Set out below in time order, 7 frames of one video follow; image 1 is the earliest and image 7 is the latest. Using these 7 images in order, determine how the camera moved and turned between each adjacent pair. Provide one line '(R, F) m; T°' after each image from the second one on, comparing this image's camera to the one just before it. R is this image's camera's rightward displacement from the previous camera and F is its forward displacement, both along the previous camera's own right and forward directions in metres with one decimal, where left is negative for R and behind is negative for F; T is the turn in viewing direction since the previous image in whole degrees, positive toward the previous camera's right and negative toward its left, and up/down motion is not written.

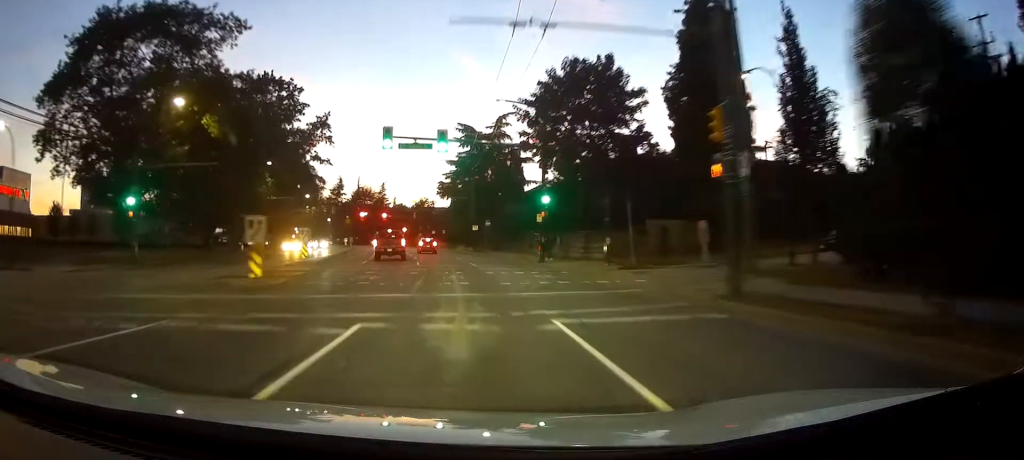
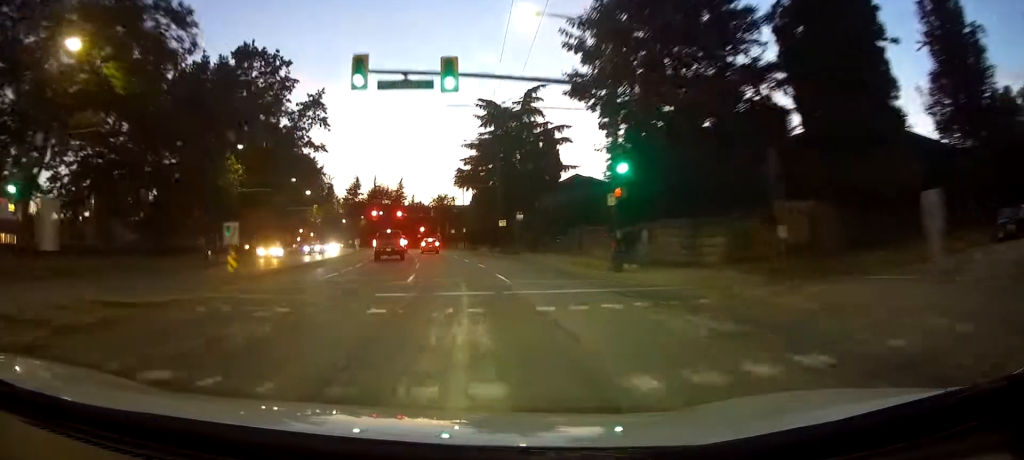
(-0.3, +14.0) m; -2°
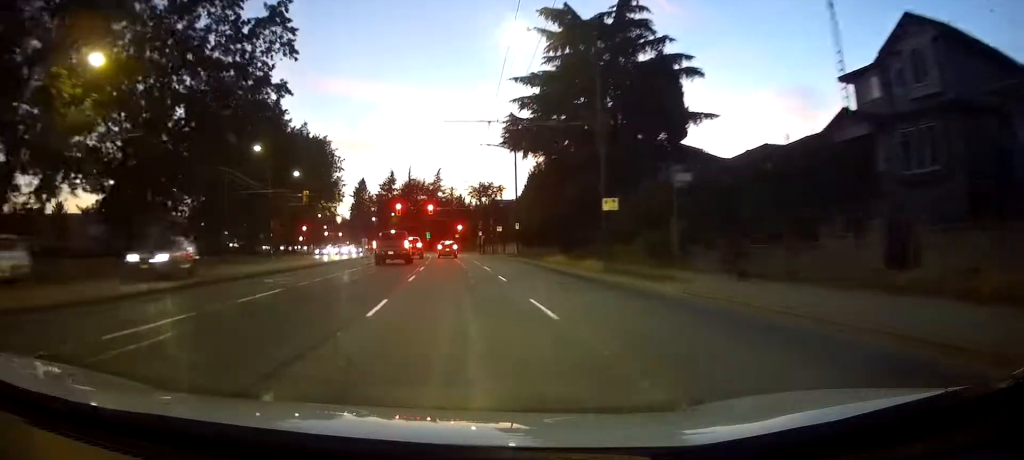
(-0.8, +27.6) m; -3°
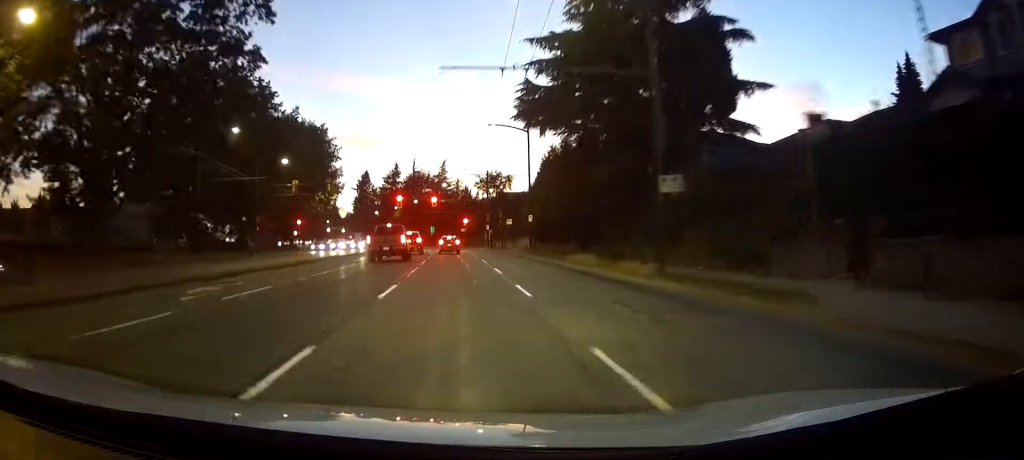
(0.0, +6.7) m; -1°
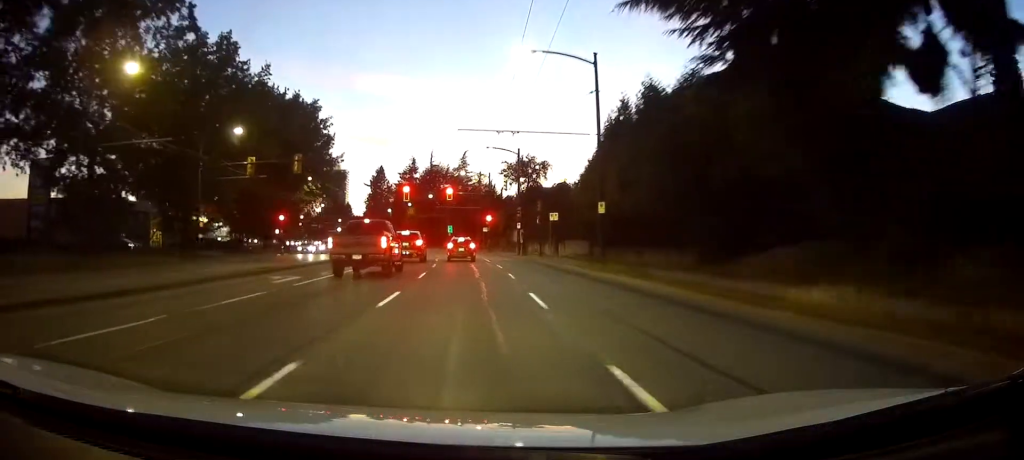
(-0.6, +18.4) m; -3°
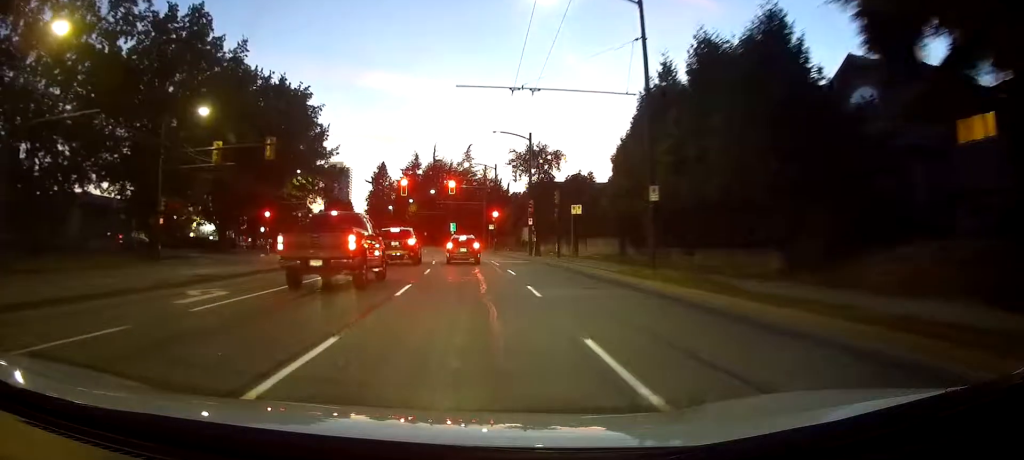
(+0.1, +7.0) m; 0°
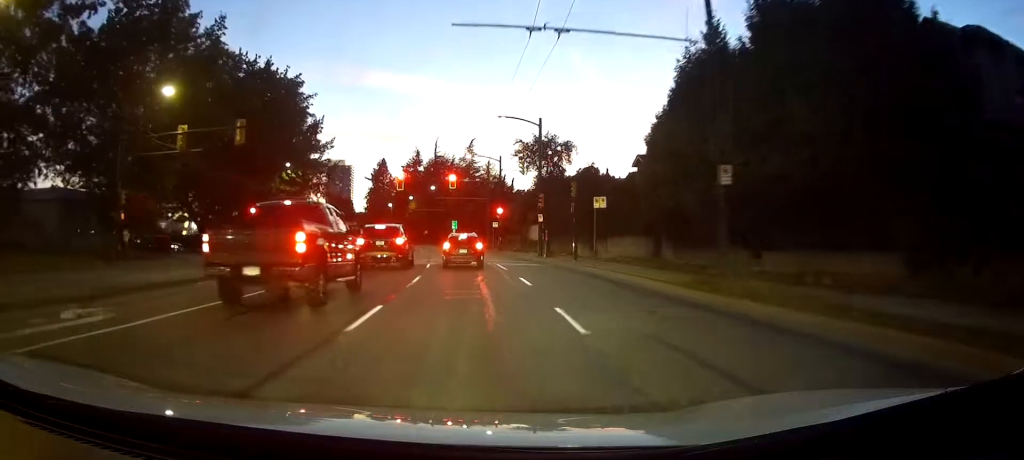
(0.0, +5.5) m; 0°
